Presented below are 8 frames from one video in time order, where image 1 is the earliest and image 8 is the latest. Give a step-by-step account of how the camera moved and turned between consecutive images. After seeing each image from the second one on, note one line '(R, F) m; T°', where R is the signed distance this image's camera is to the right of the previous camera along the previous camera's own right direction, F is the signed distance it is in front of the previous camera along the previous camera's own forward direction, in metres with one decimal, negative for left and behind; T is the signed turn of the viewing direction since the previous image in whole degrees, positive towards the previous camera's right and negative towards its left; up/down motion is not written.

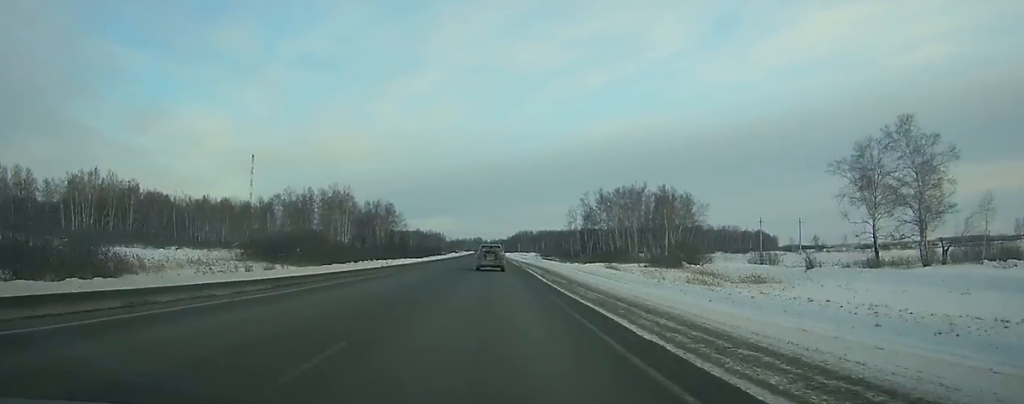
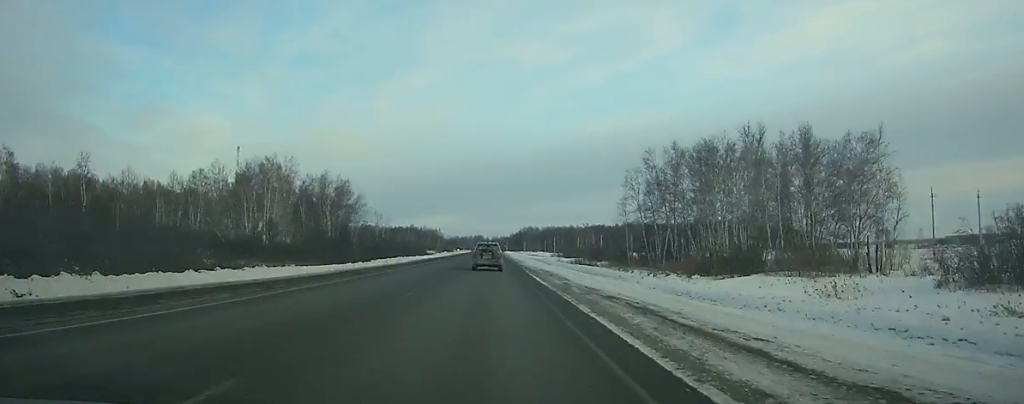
(+1.3, +62.6) m; +1°
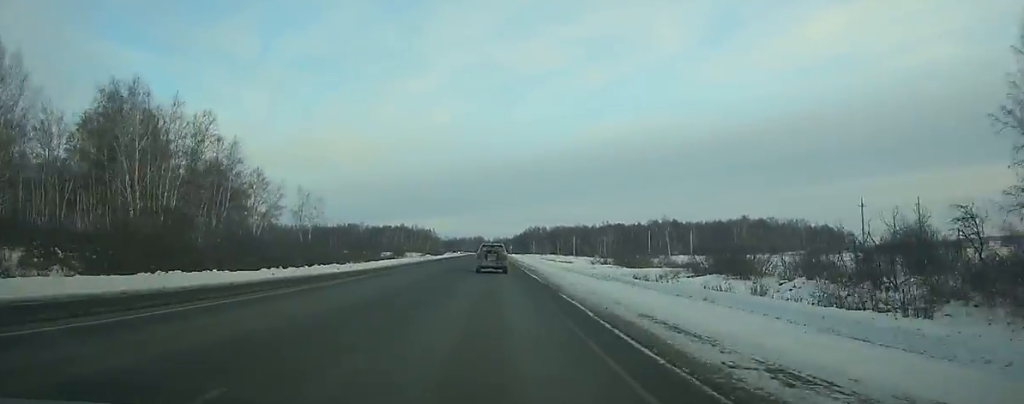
(+0.1, +70.9) m; 0°
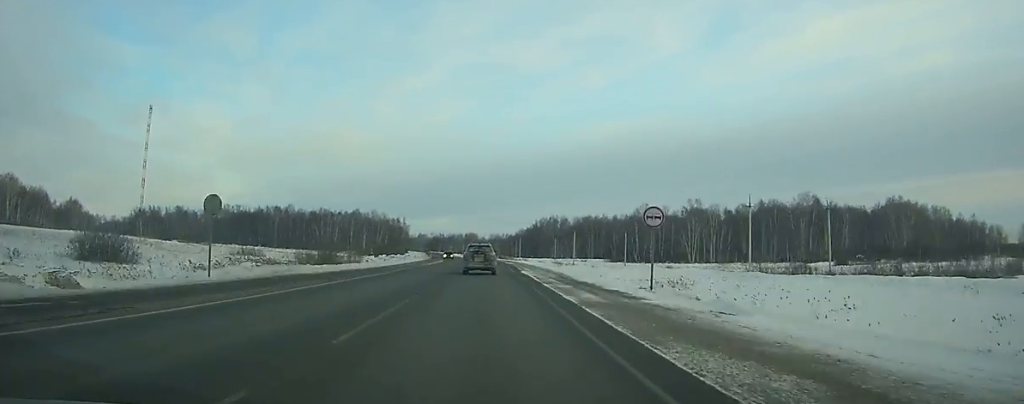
(-0.1, +167.6) m; -1°
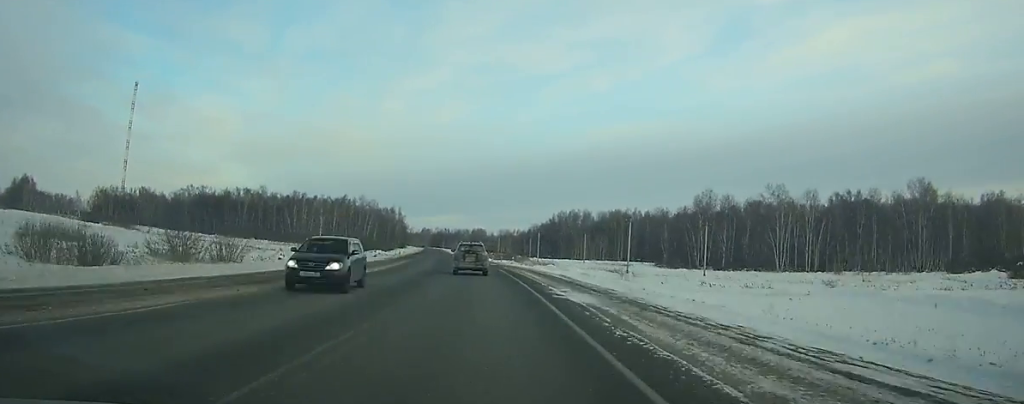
(+0.2, +53.2) m; -1°
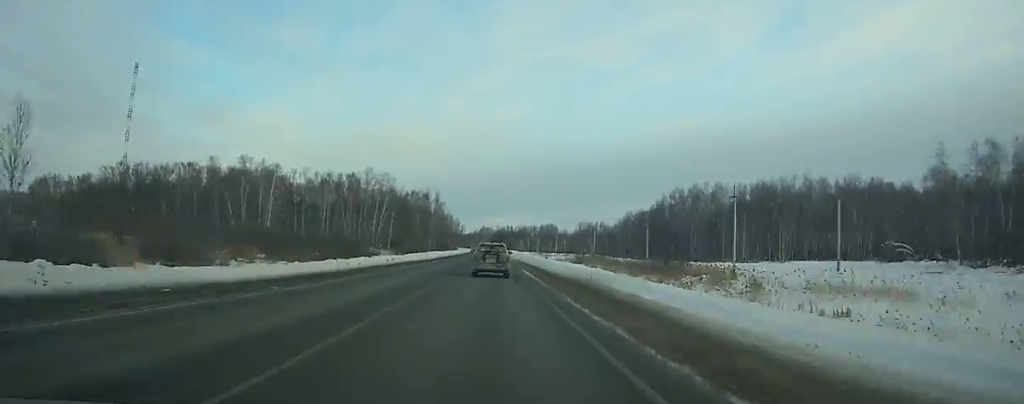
(-4.1, +104.8) m; -3°
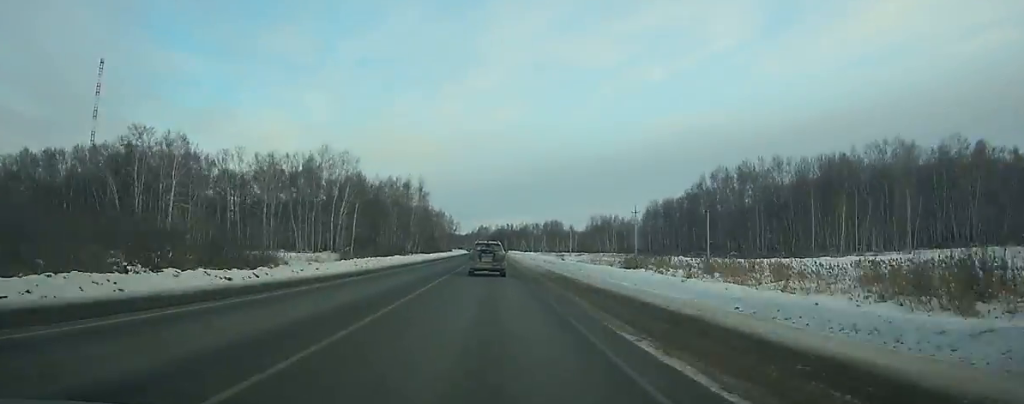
(-0.6, +44.2) m; 0°
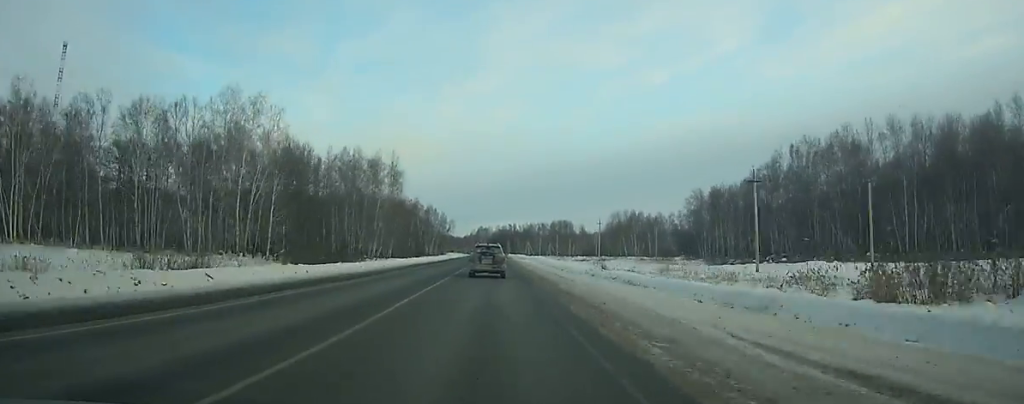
(-0.1, +49.3) m; 0°
